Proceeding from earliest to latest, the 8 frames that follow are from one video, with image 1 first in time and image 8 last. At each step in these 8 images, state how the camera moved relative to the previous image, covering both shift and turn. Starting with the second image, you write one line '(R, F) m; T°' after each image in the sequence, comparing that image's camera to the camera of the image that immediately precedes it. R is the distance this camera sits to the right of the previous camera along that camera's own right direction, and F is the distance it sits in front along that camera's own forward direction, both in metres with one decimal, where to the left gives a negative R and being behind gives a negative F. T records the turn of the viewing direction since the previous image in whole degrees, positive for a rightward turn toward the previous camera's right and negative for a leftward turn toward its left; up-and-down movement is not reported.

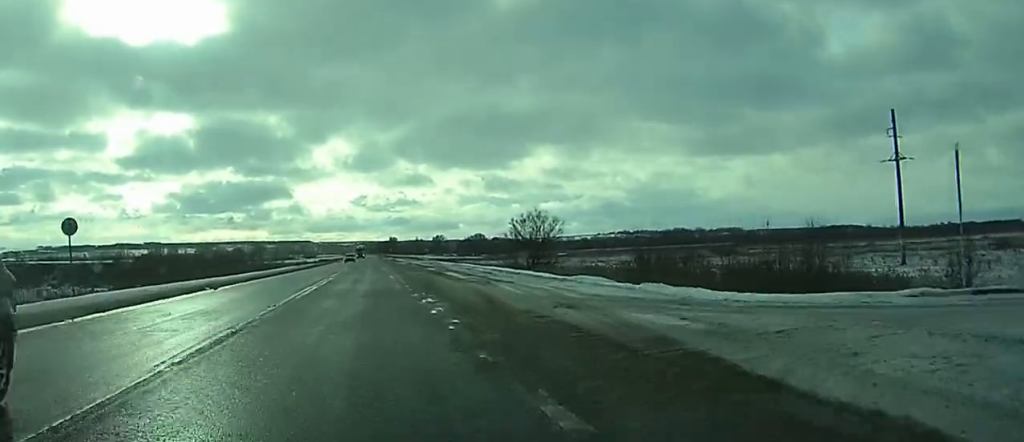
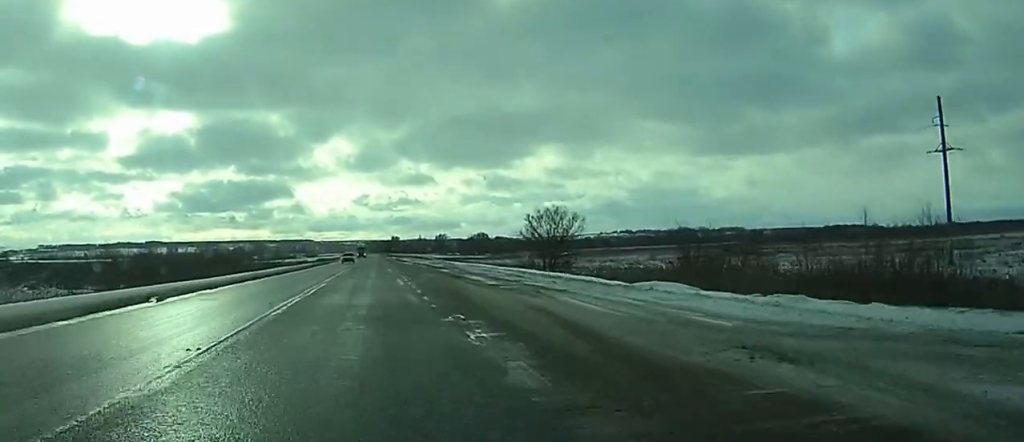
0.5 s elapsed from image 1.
(0.0, +10.1) m; 0°
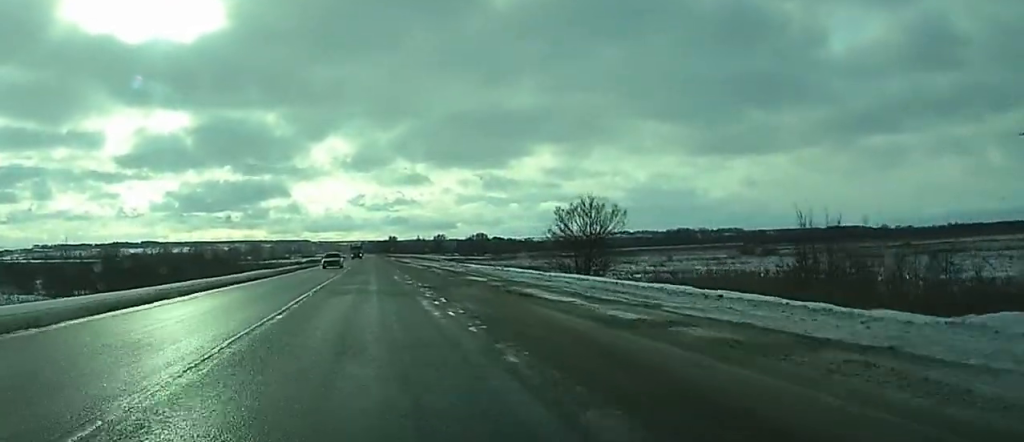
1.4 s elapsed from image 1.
(0.0, +18.2) m; 0°
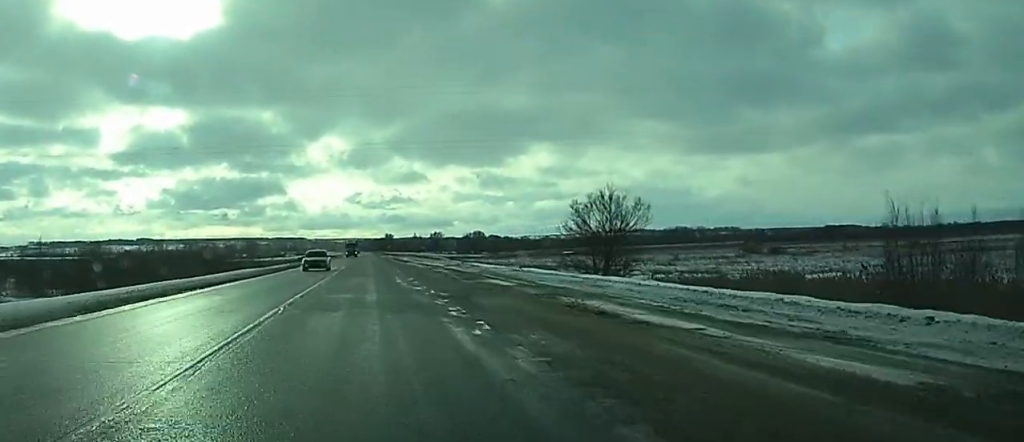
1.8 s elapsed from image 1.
(+0.1, +8.8) m; 0°
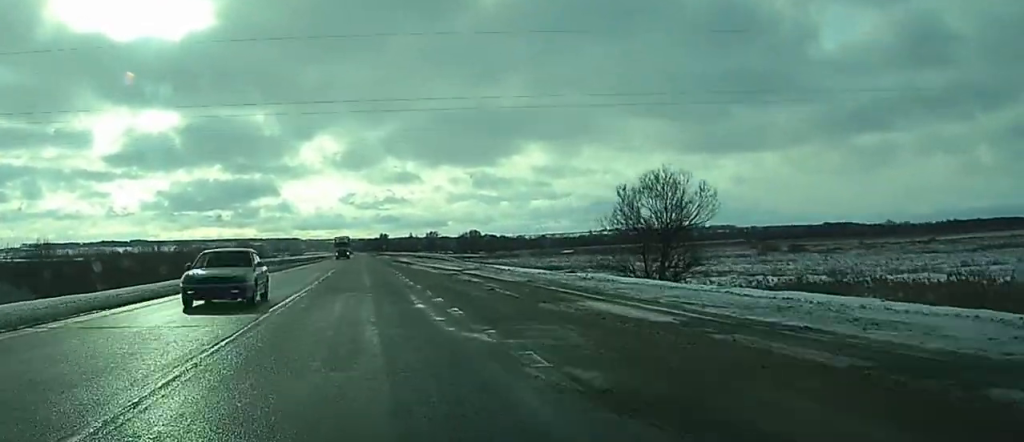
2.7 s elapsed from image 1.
(0.0, +16.9) m; 0°
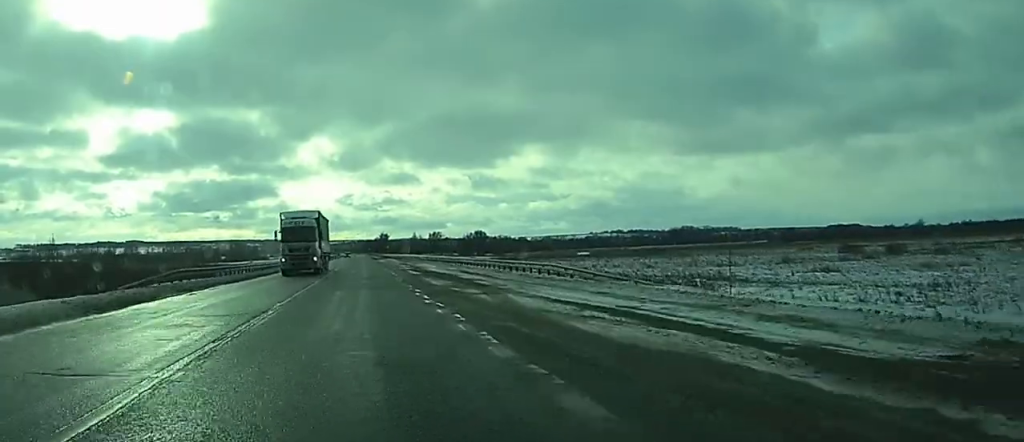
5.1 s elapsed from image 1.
(+0.2, +50.2) m; 0°
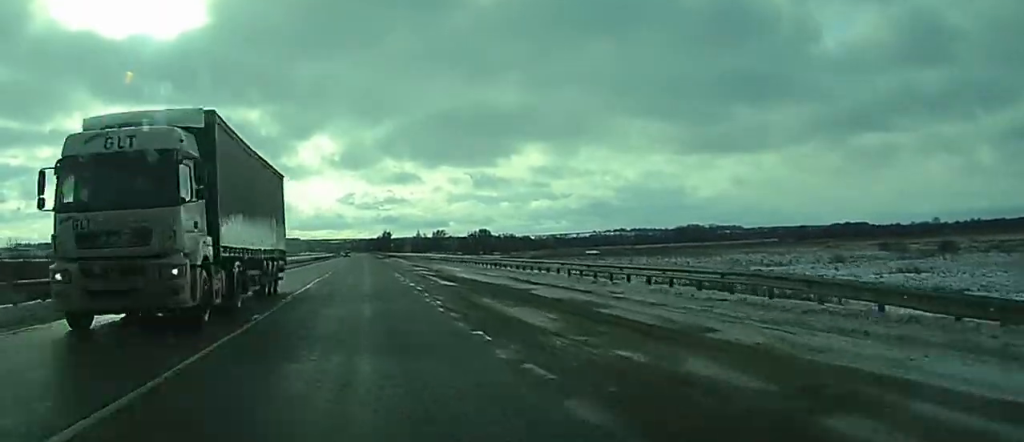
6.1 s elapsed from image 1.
(+0.1, +20.3) m; 0°
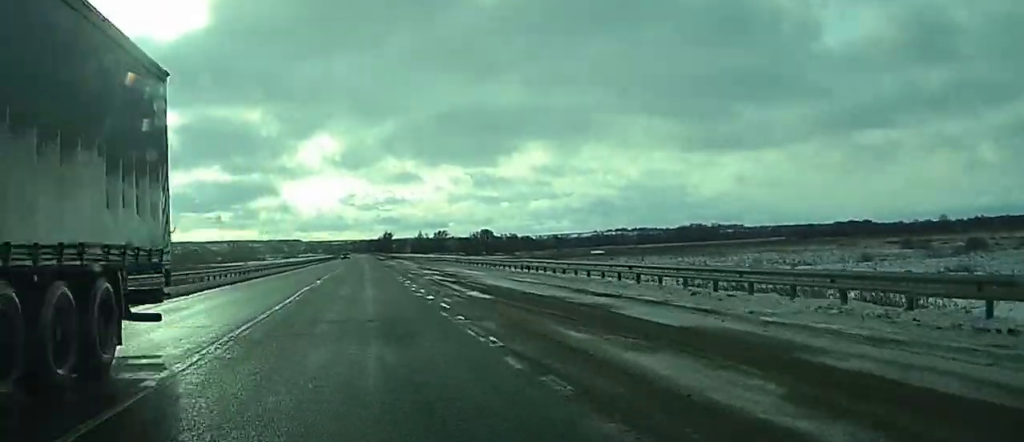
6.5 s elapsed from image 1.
(0.0, +9.1) m; 0°
